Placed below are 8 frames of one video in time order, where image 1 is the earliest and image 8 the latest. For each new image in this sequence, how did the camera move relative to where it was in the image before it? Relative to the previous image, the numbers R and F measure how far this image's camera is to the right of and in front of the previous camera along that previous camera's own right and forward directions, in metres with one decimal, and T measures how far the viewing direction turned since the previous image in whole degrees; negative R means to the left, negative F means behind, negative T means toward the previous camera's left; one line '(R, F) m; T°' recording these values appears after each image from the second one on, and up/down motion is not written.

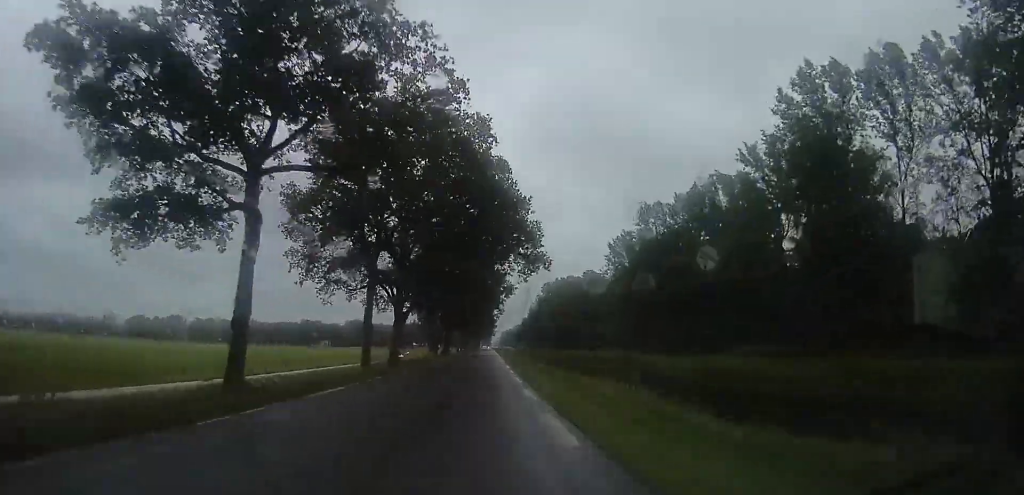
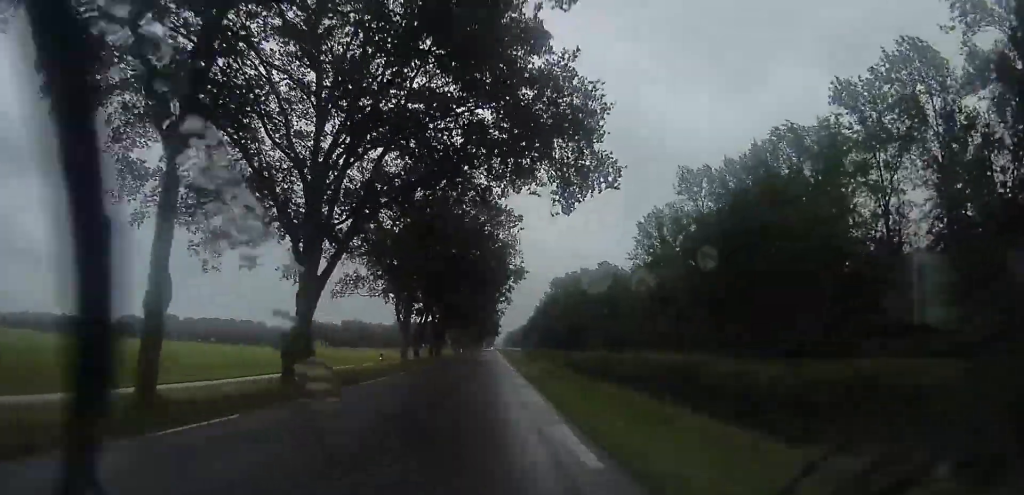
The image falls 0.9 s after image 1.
(0.0, +19.3) m; 0°
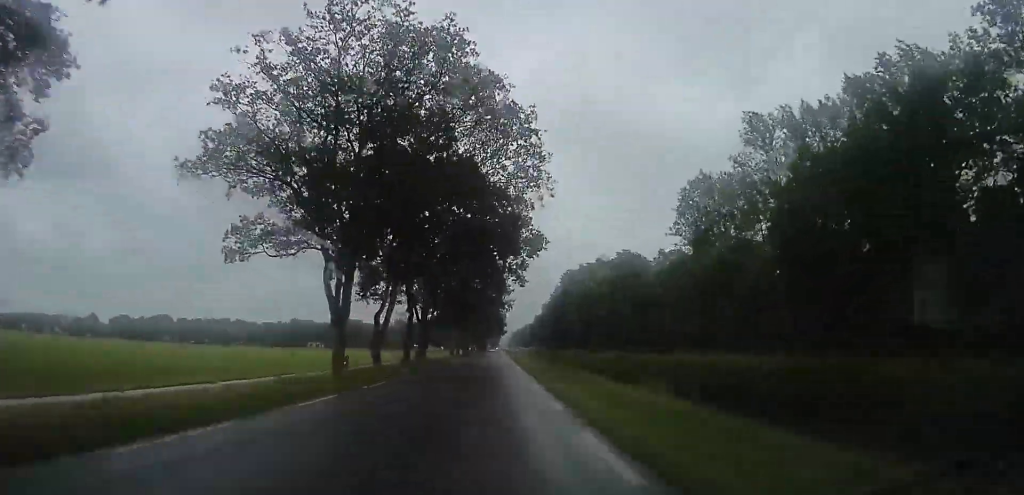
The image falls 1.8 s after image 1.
(0.0, +18.8) m; 0°
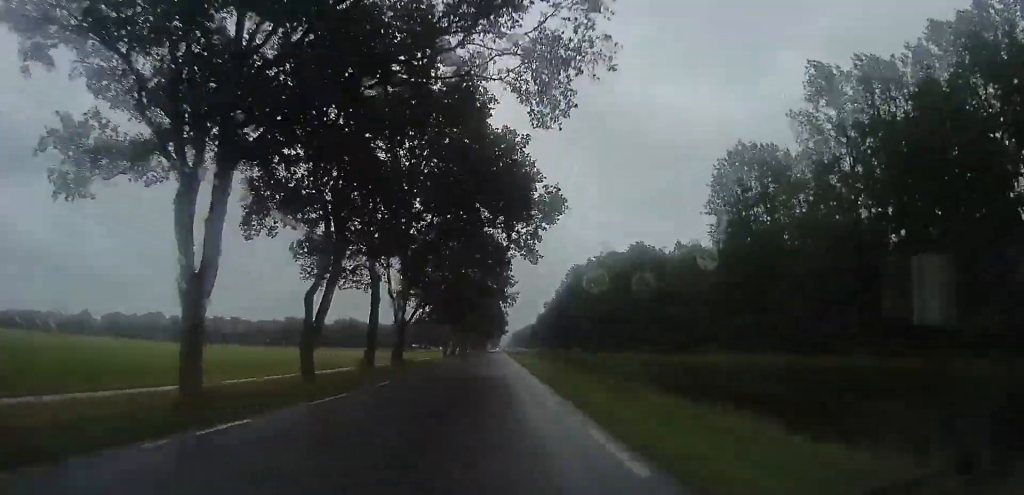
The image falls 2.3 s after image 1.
(0.0, +11.7) m; 0°
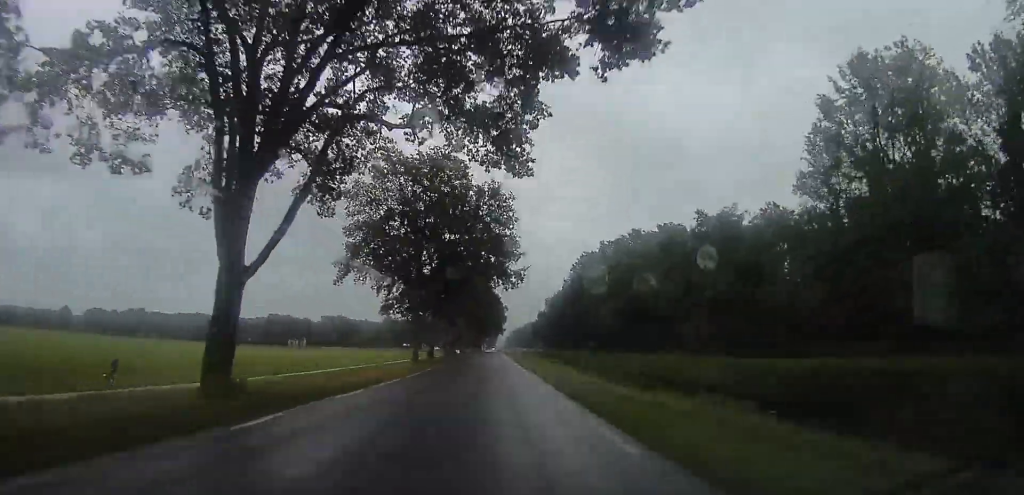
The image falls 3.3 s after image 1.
(0.0, +22.9) m; 0°
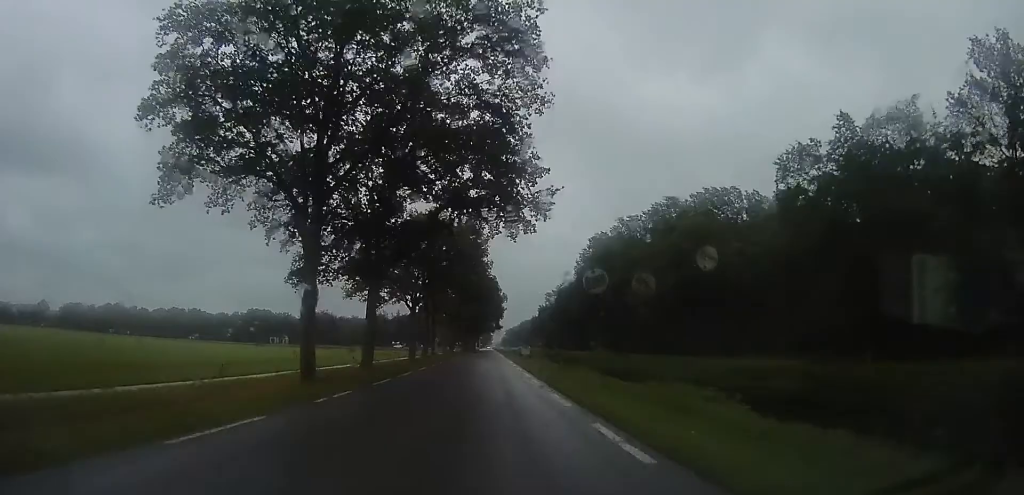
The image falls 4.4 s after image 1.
(0.0, +24.7) m; 0°
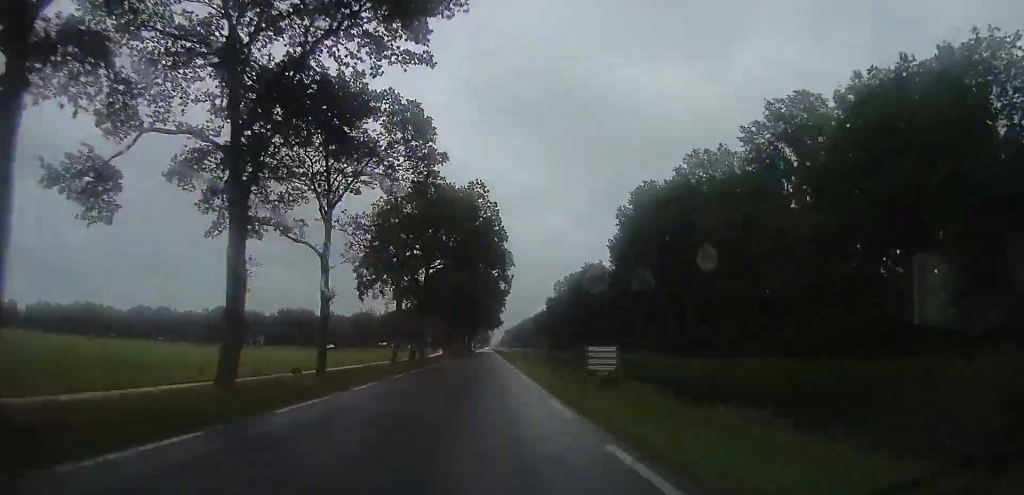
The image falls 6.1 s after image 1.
(+0.5, +38.0) m; +1°
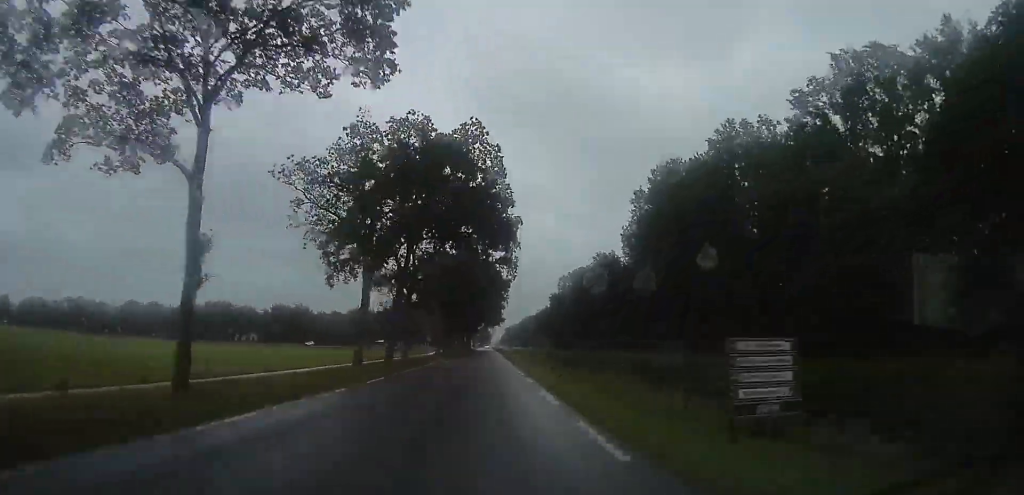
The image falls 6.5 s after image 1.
(+0.4, +10.0) m; 0°
